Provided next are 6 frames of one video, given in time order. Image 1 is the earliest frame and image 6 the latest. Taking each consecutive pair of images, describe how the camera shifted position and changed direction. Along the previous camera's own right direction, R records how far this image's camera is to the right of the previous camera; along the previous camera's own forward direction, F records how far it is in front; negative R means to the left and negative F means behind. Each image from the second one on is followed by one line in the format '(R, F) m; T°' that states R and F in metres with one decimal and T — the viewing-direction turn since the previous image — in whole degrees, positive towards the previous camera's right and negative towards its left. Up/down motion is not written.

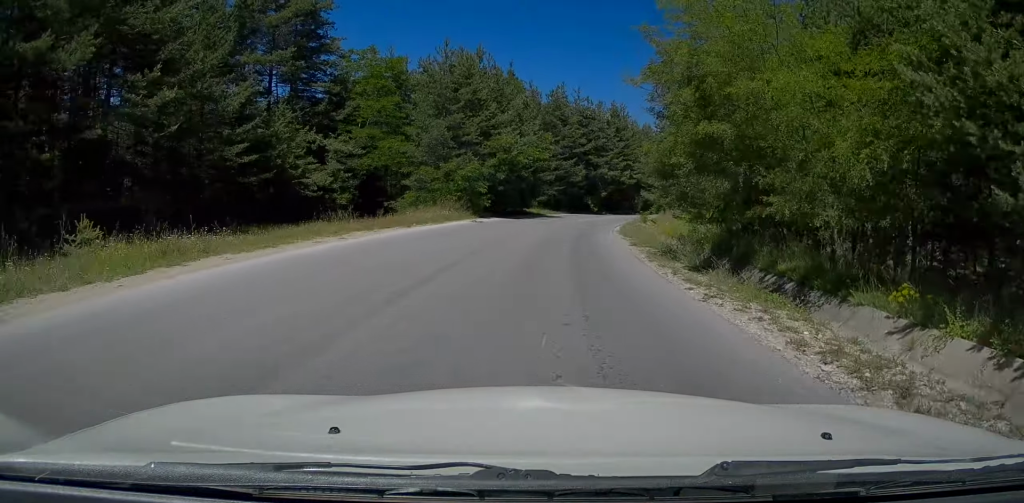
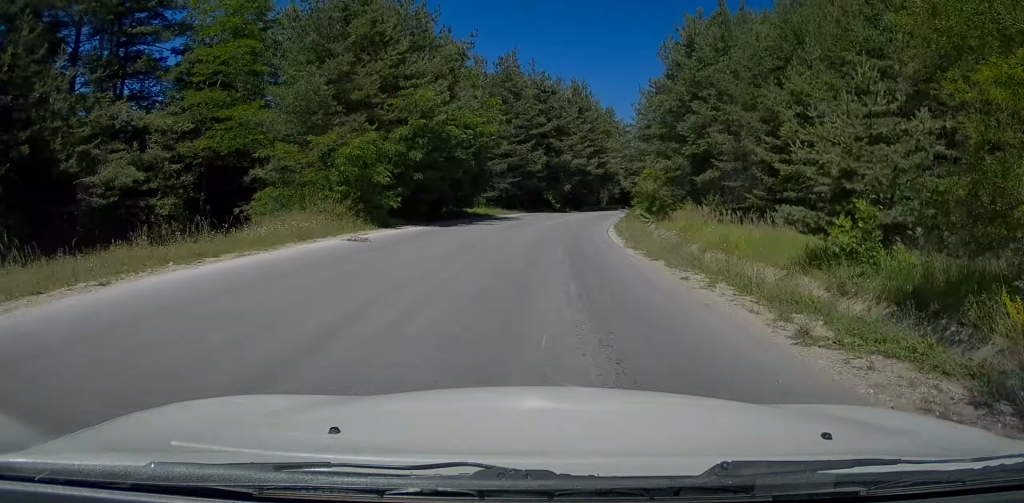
(+0.4, +15.4) m; +3°
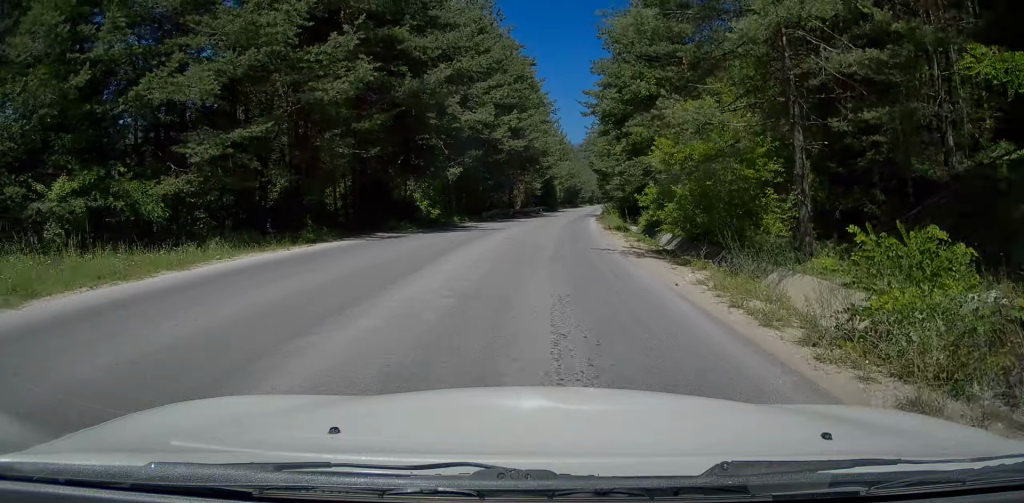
(+3.6, +37.1) m; +11°
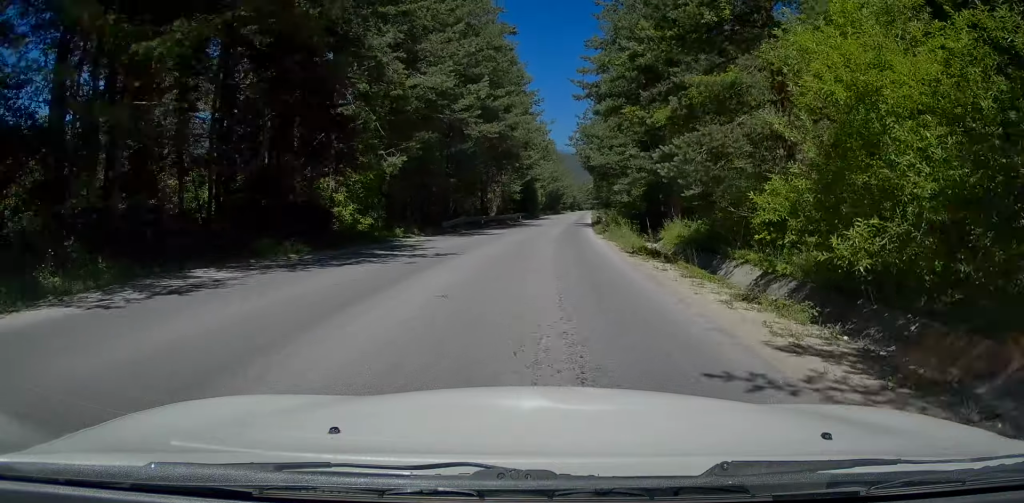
(+0.2, +10.7) m; +2°
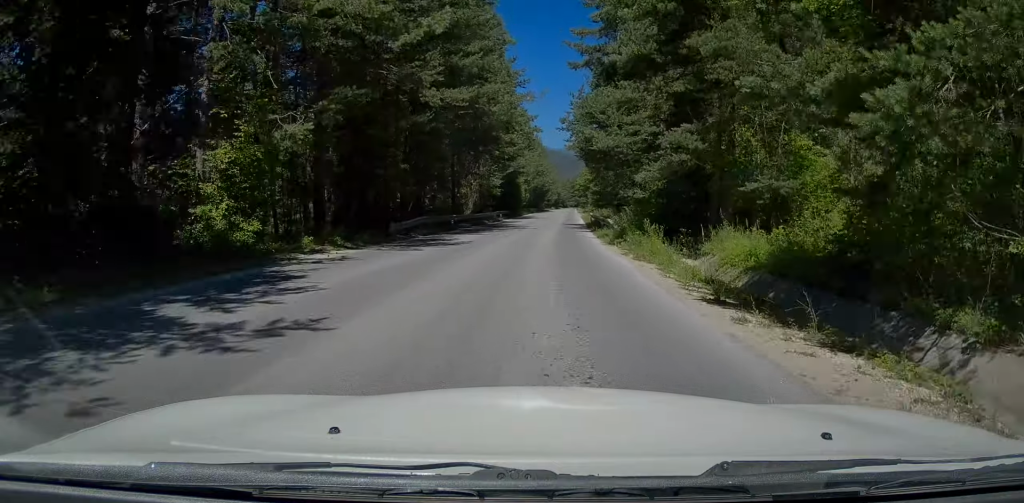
(+0.1, +8.7) m; +1°
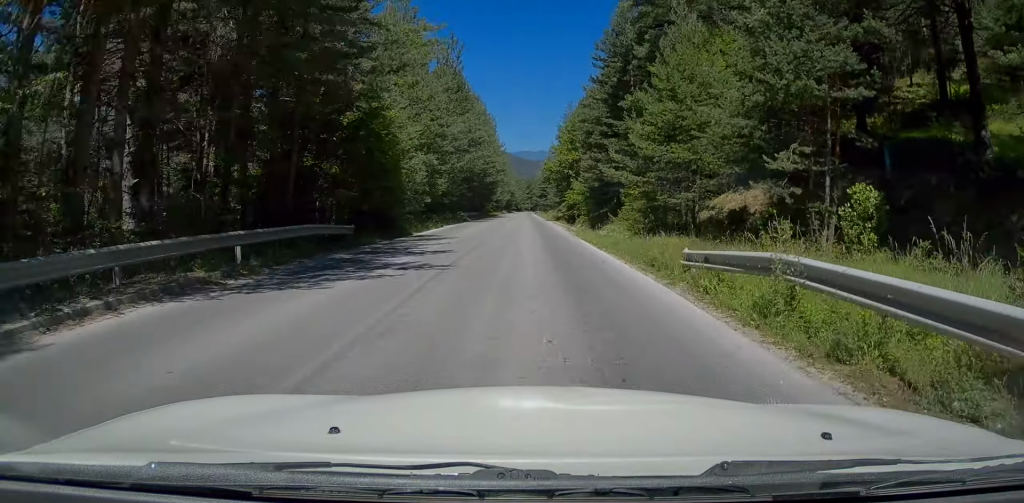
(+1.0, +48.7) m; +3°
